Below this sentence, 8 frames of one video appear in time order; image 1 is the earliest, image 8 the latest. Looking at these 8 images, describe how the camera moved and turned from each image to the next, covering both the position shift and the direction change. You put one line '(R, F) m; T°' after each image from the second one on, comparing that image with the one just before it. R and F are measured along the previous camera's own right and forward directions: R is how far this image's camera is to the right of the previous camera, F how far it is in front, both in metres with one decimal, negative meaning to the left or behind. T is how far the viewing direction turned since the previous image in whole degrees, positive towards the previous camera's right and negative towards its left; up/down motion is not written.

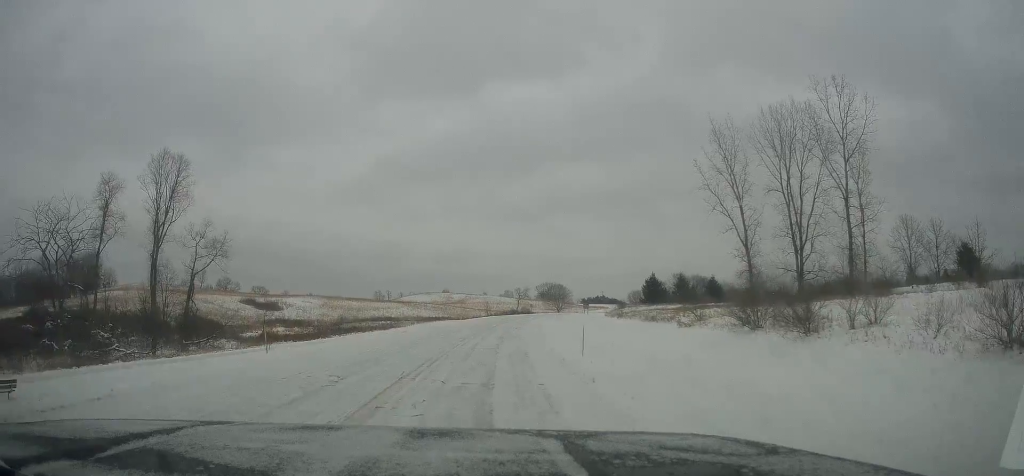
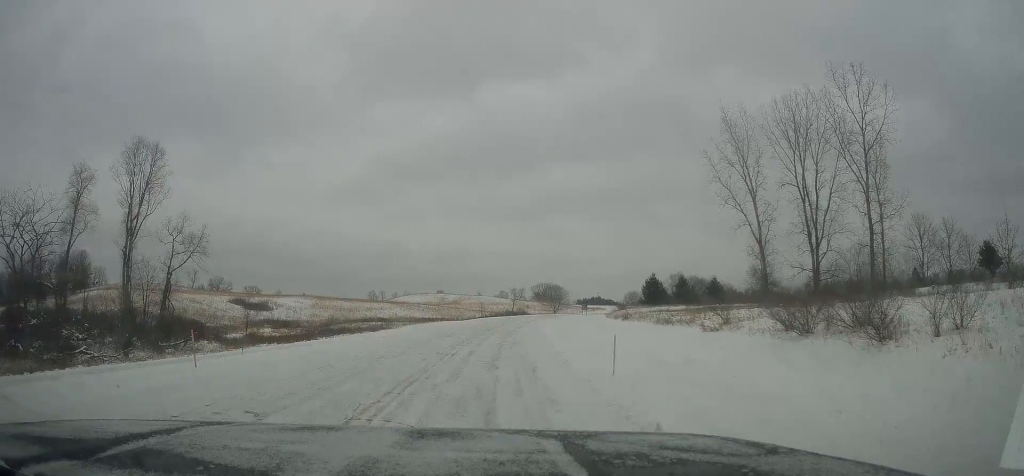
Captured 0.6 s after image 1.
(0.0, +4.7) m; +2°
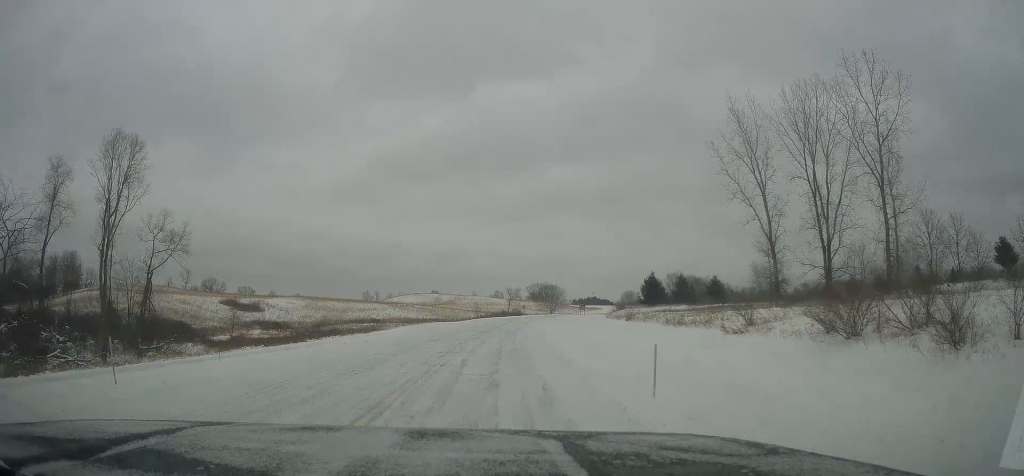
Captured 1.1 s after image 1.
(+0.2, +3.4) m; +2°
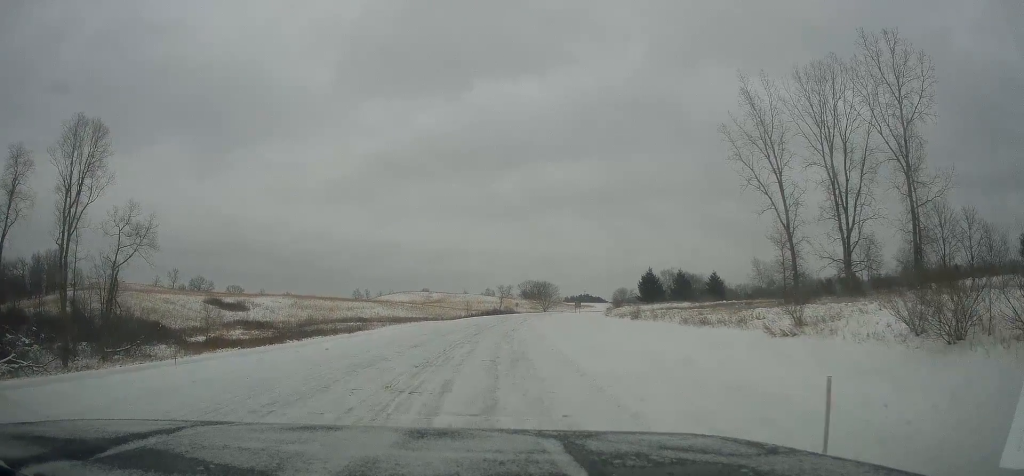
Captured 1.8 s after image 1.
(+0.1, +5.3) m; -1°
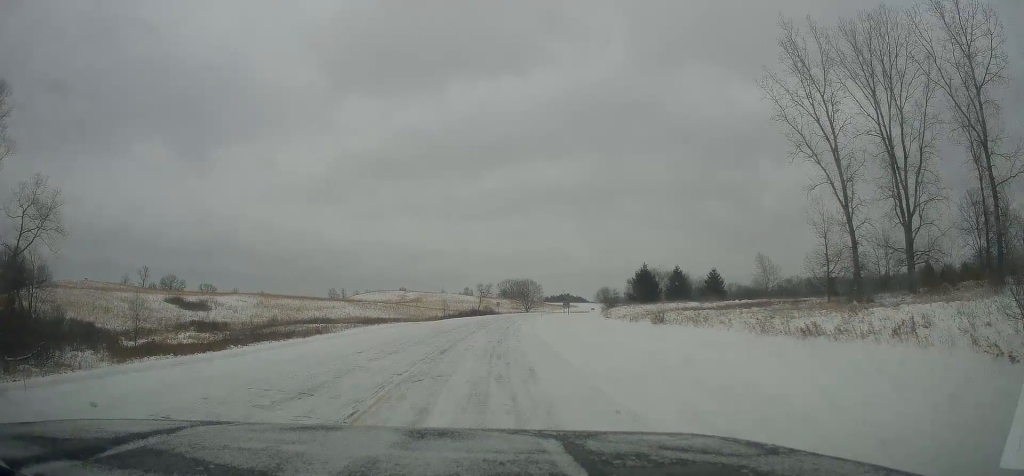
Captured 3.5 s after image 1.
(-0.6, +12.4) m; -1°
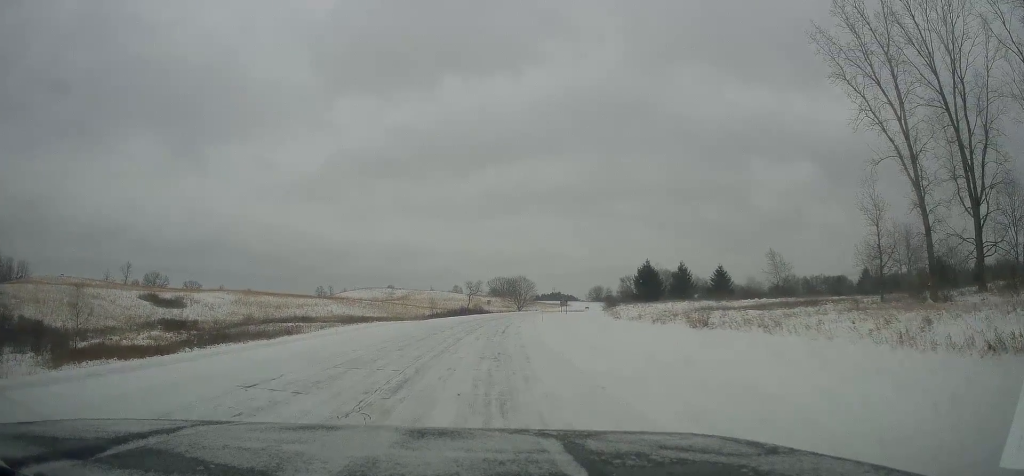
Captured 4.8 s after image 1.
(+0.6, +9.3) m; +3°
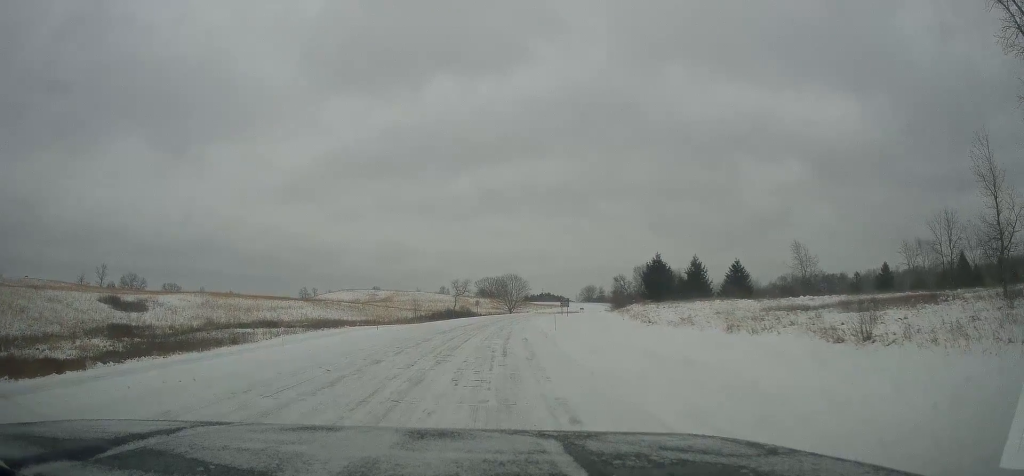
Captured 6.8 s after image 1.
(0.0, +14.3) m; 0°
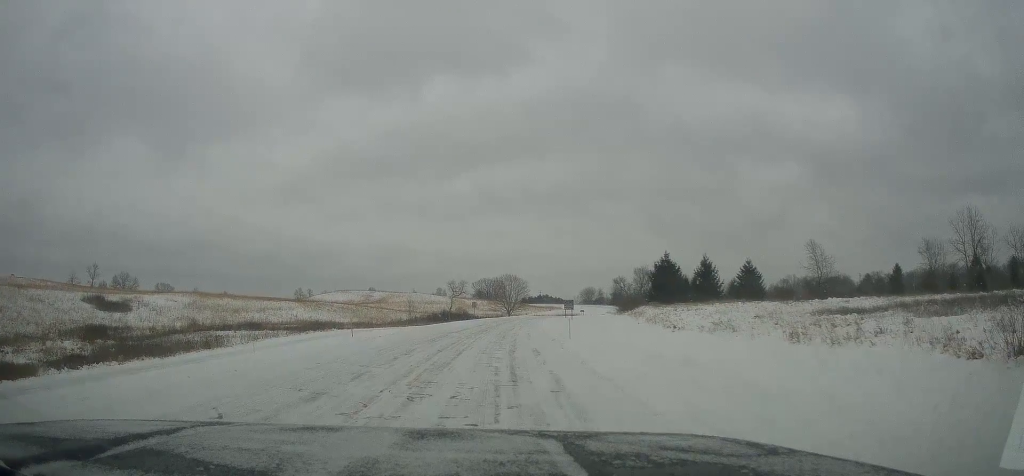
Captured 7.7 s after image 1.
(0.0, +6.0) m; 0°
